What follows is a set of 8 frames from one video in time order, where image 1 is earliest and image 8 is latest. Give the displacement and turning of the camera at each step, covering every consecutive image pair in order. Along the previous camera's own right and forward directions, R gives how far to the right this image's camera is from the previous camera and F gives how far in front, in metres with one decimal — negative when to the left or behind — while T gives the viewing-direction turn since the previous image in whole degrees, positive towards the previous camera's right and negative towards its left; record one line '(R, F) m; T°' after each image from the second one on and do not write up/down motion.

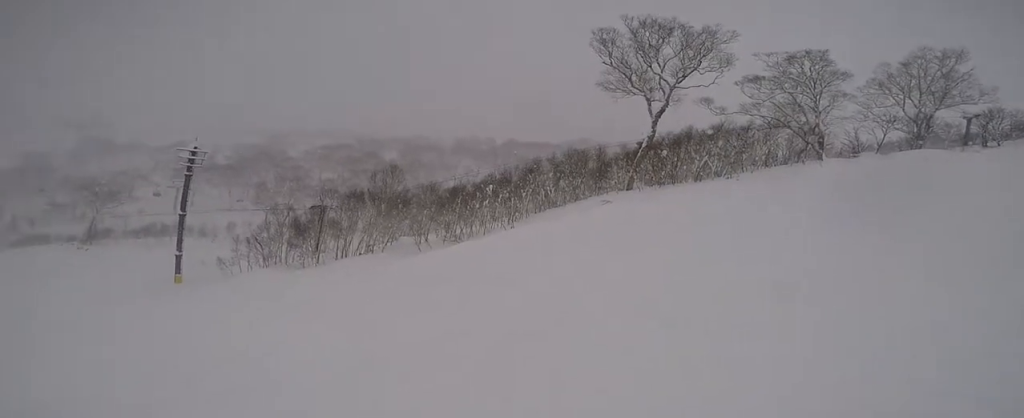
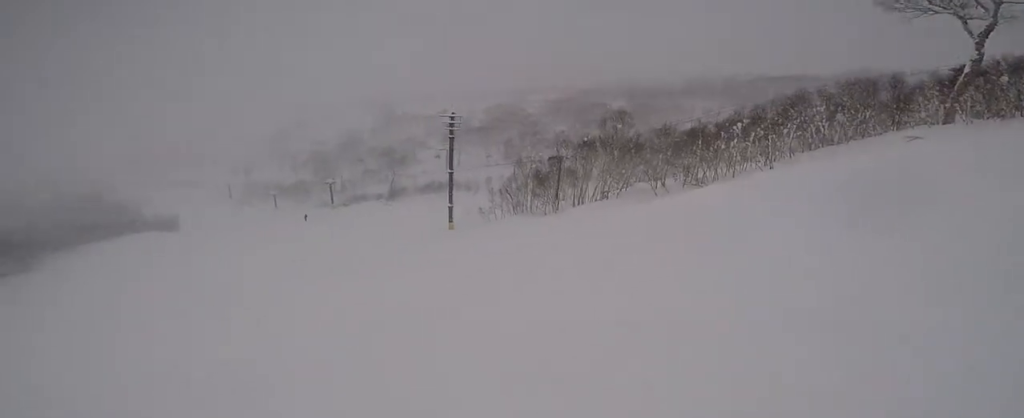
(0.0, +1.2) m; -11°
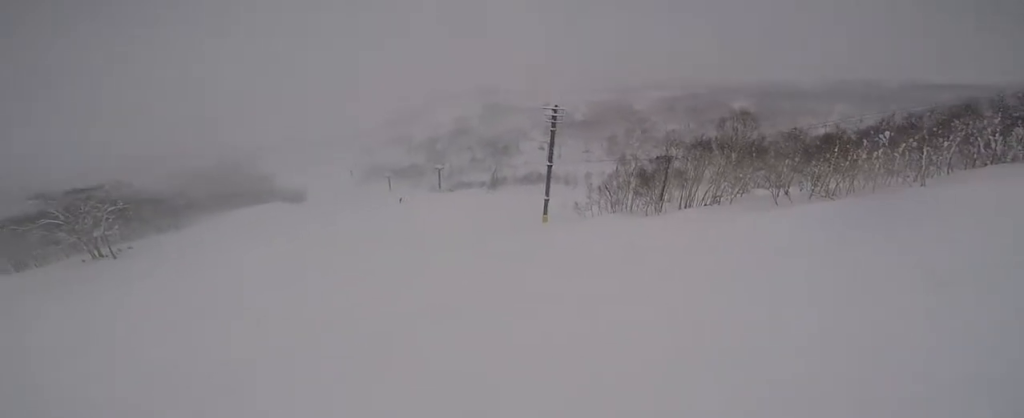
(+0.1, +1.0) m; -9°
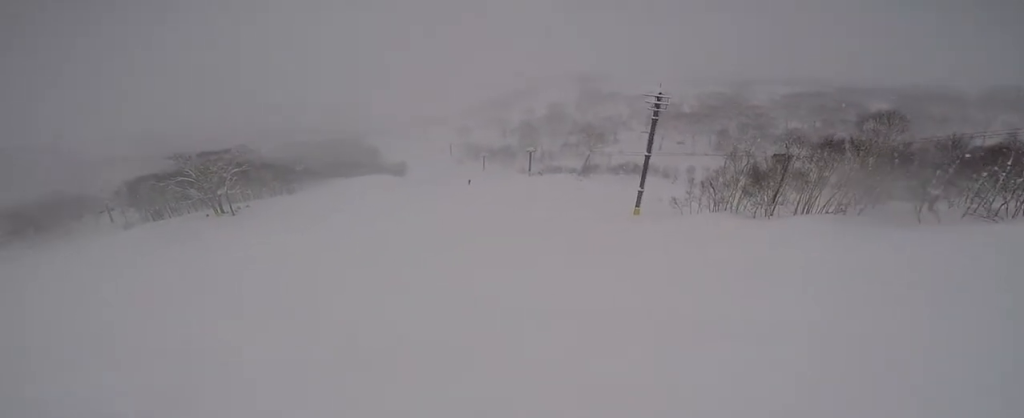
(-0.6, +2.7) m; -32°
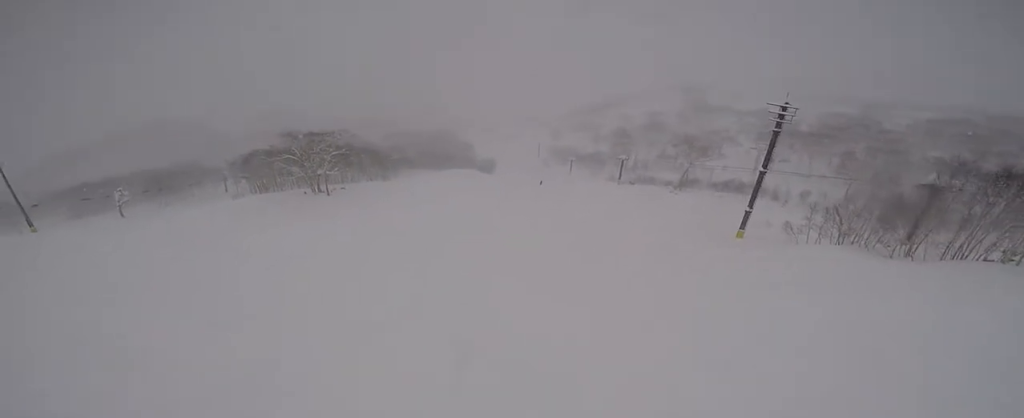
(-1.0, +3.3) m; -11°
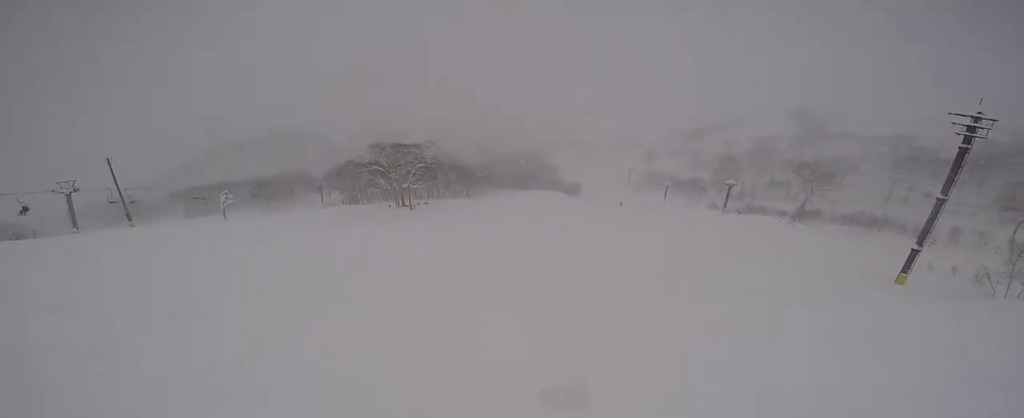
(0.0, +5.9) m; +1°
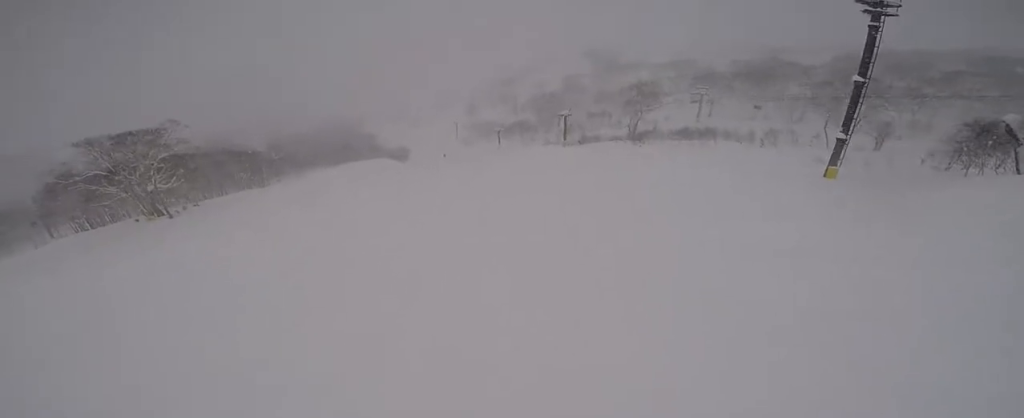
(+0.1, +12.0) m; -1°
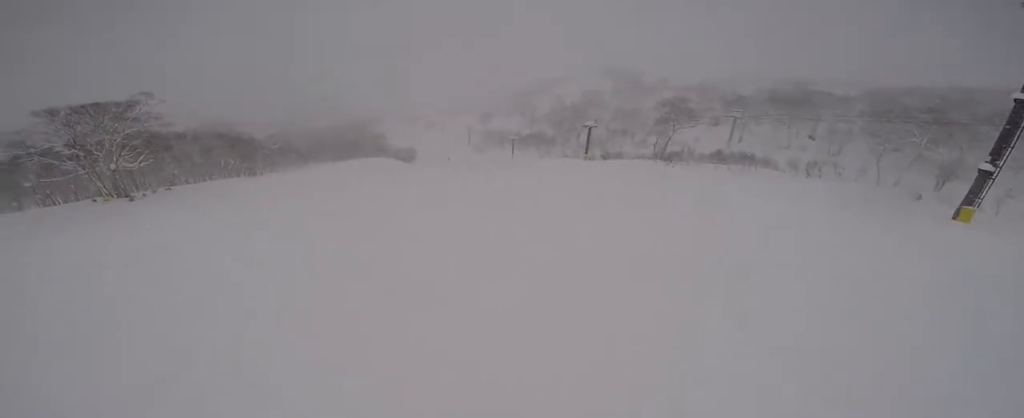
(-0.1, +6.9) m; 0°
